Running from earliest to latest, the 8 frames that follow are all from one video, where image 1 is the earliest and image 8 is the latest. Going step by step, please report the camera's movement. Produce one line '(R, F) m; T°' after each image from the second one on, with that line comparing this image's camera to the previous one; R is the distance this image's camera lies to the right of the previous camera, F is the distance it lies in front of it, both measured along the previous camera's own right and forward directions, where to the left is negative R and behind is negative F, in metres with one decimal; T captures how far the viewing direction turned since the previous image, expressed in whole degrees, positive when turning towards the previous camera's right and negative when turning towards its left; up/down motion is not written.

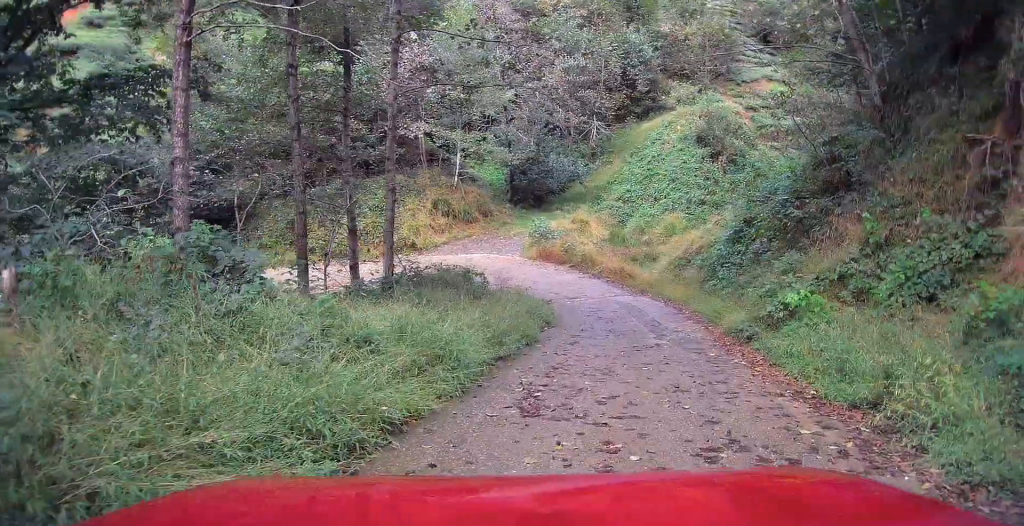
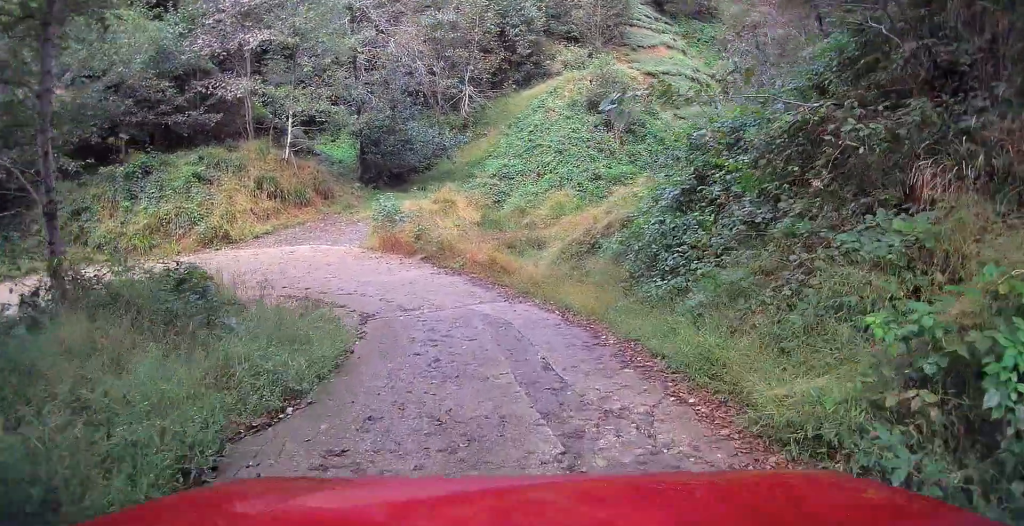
(+0.6, +4.6) m; +19°
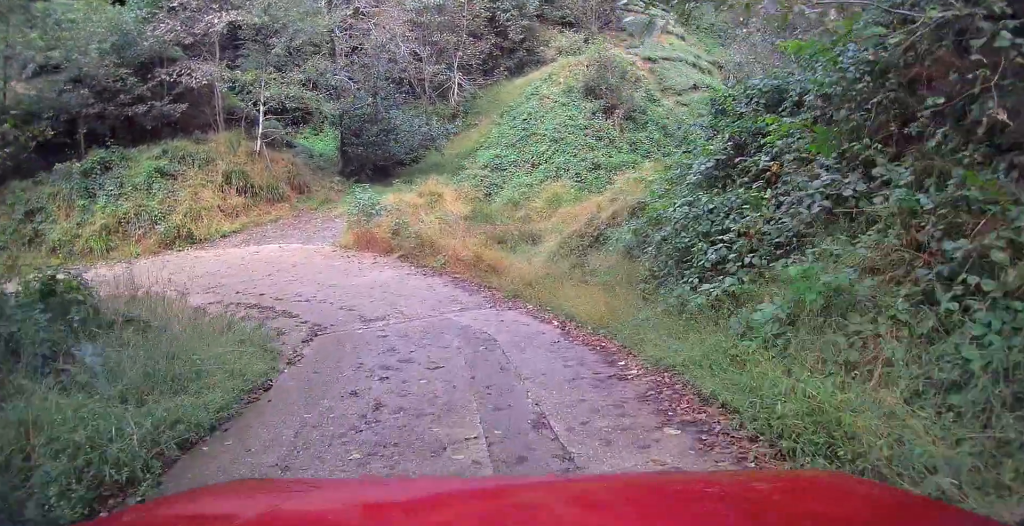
(0.0, +1.4) m; +5°
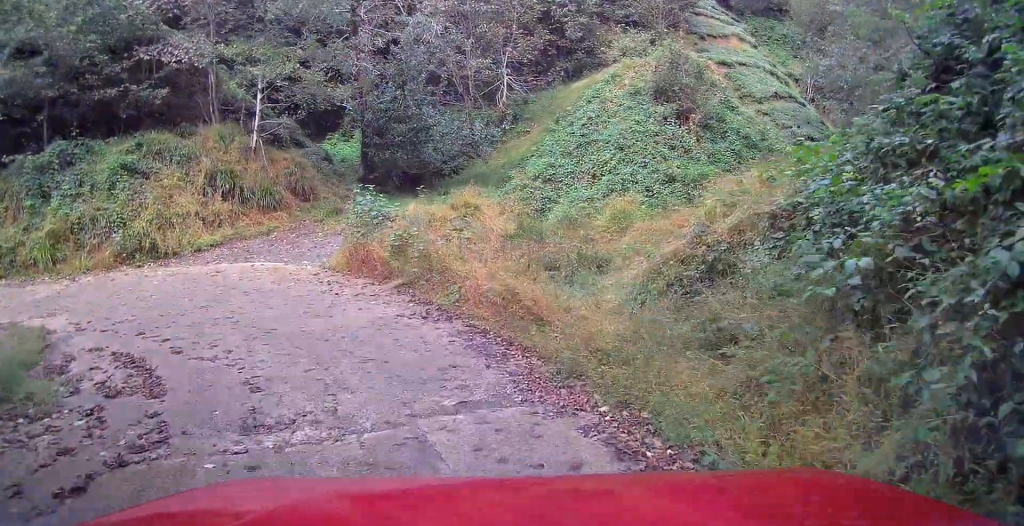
(+0.2, +3.5) m; -7°
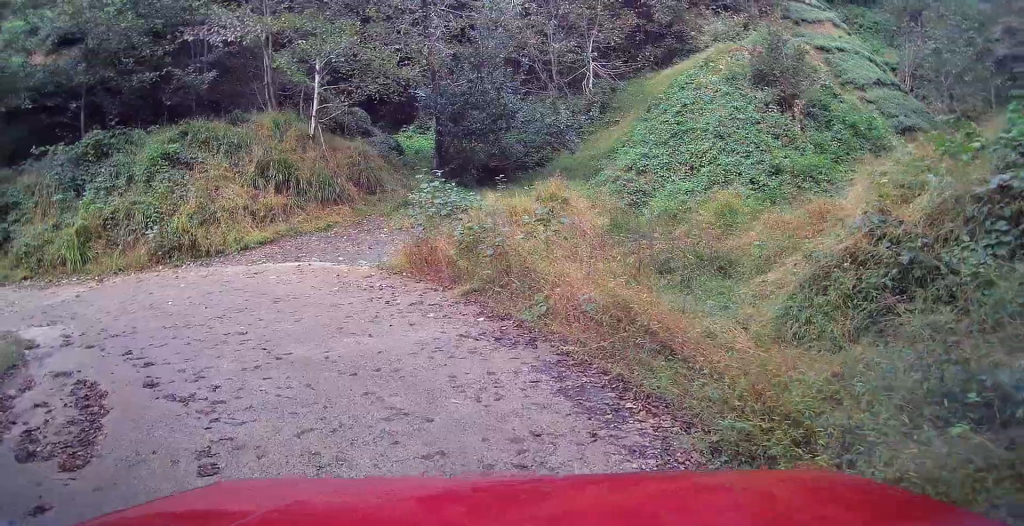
(-0.2, +1.9) m; -9°
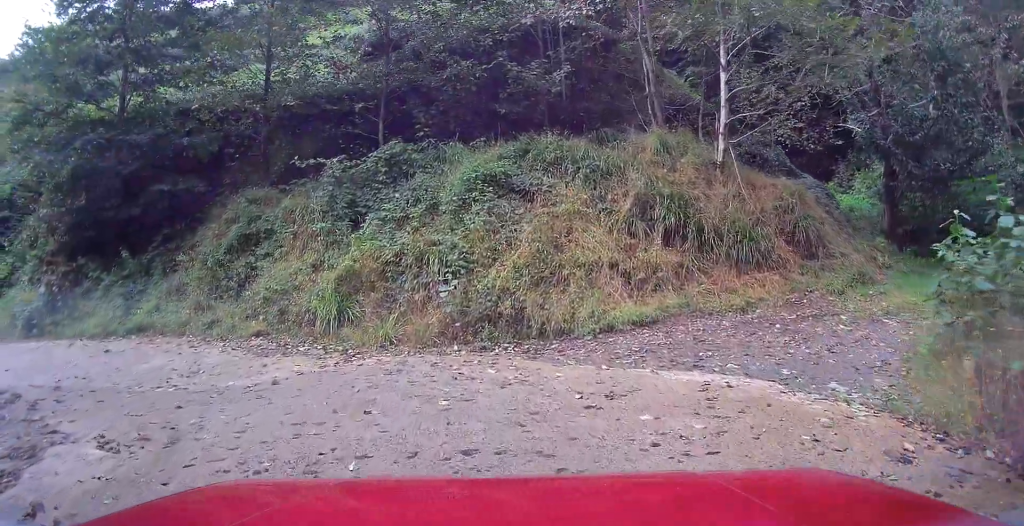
(-0.8, +6.3) m; -12°
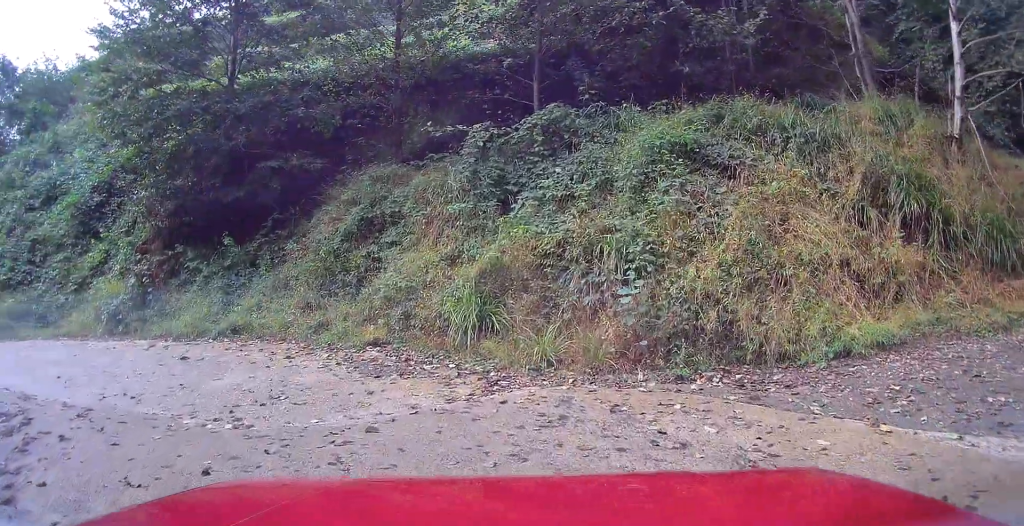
(0.0, +2.4) m; -8°
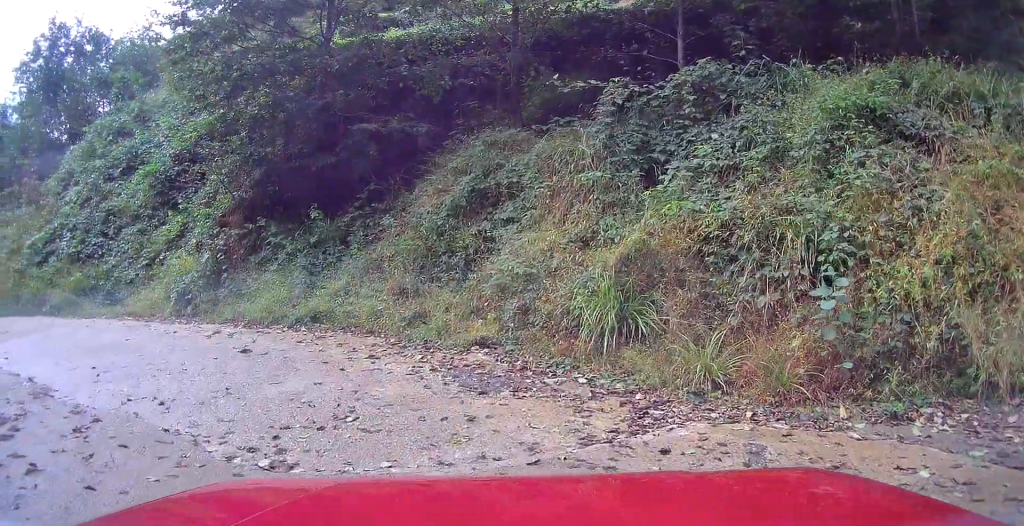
(-0.1, +1.6) m; -9°
